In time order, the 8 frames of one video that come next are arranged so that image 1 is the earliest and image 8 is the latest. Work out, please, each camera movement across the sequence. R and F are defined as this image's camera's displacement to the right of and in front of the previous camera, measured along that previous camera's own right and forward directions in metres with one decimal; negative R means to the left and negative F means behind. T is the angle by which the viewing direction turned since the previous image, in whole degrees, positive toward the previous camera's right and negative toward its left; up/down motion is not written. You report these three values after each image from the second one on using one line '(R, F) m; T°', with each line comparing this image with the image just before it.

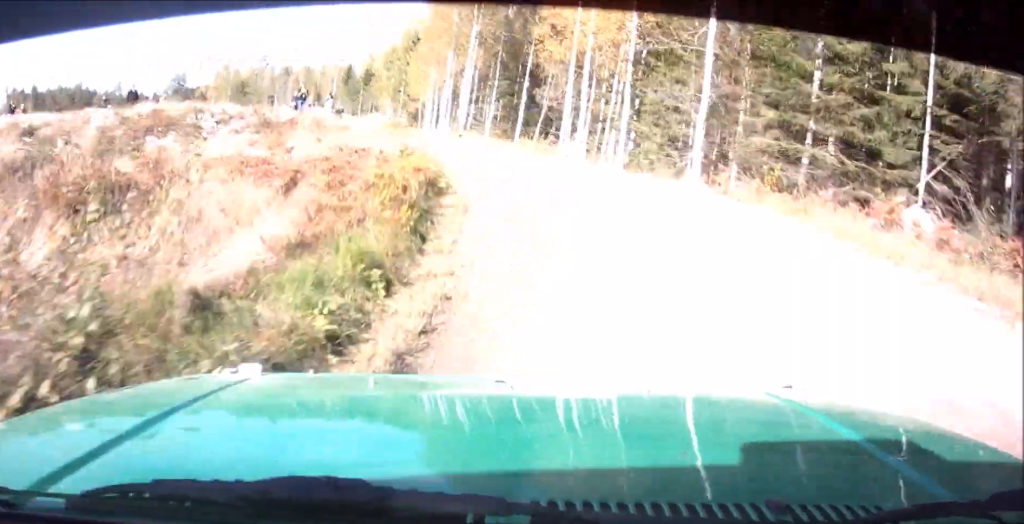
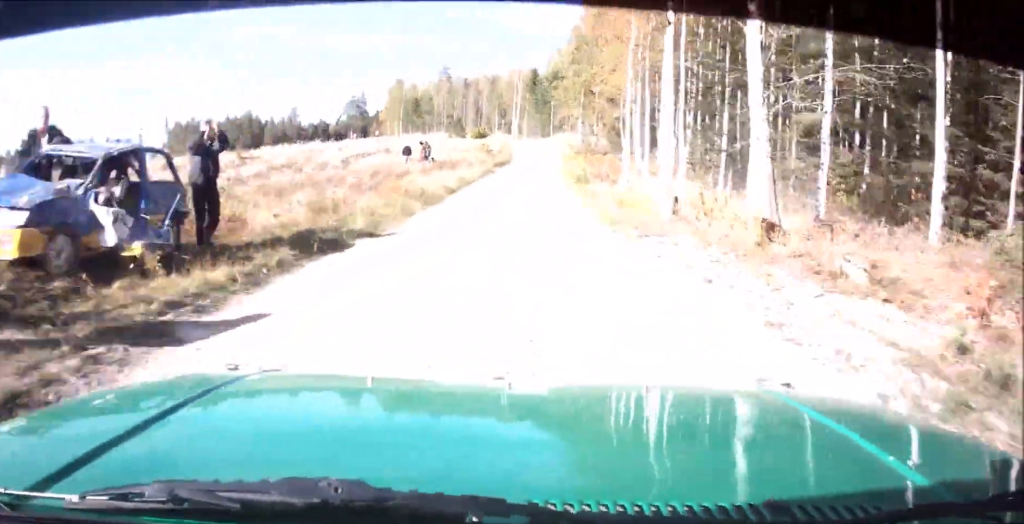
(-7.9, +38.5) m; -20°
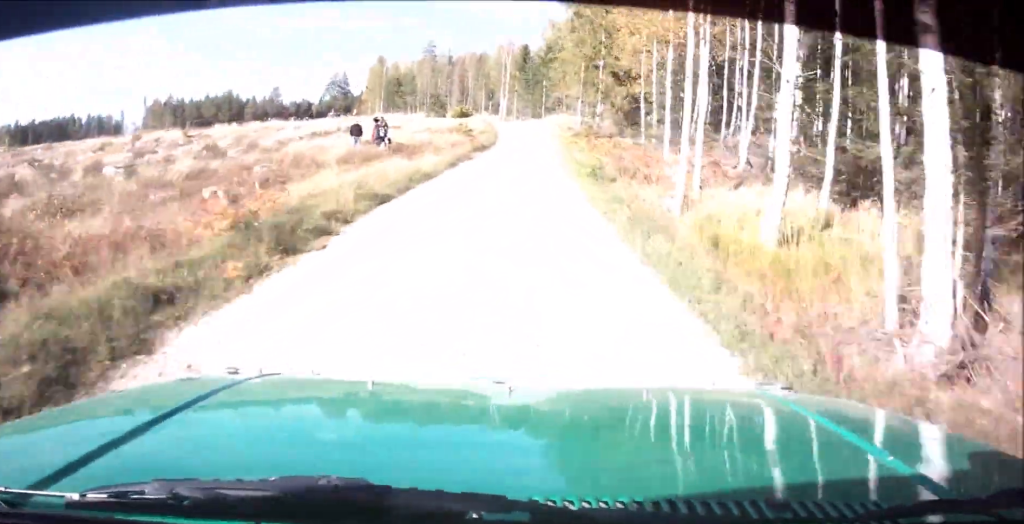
(-0.1, +12.3) m; -4°
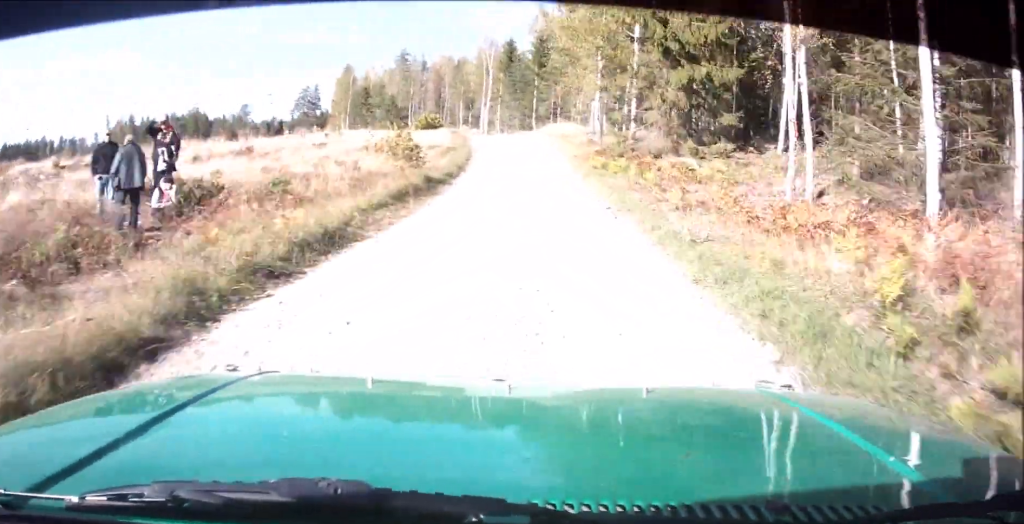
(-0.7, +23.2) m; -7°
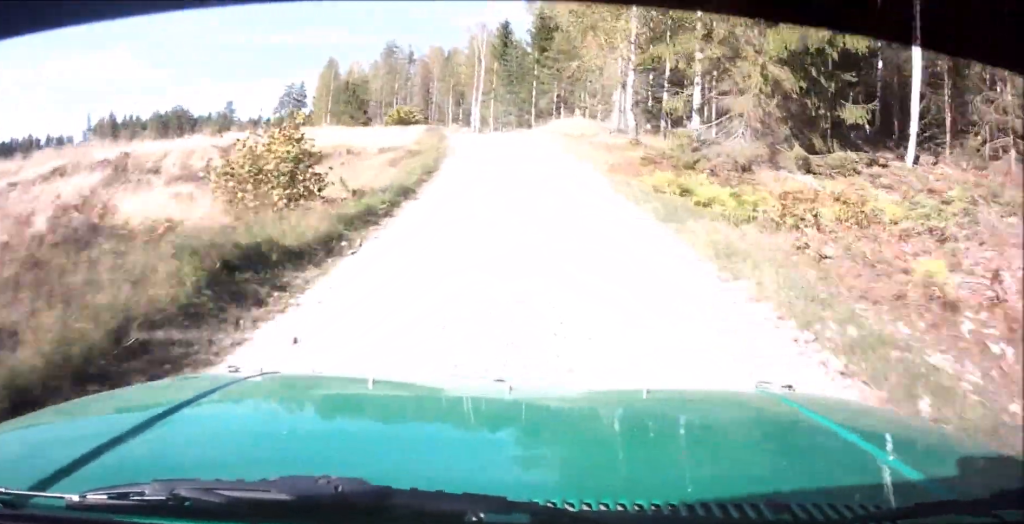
(-1.3, +13.1) m; -4°
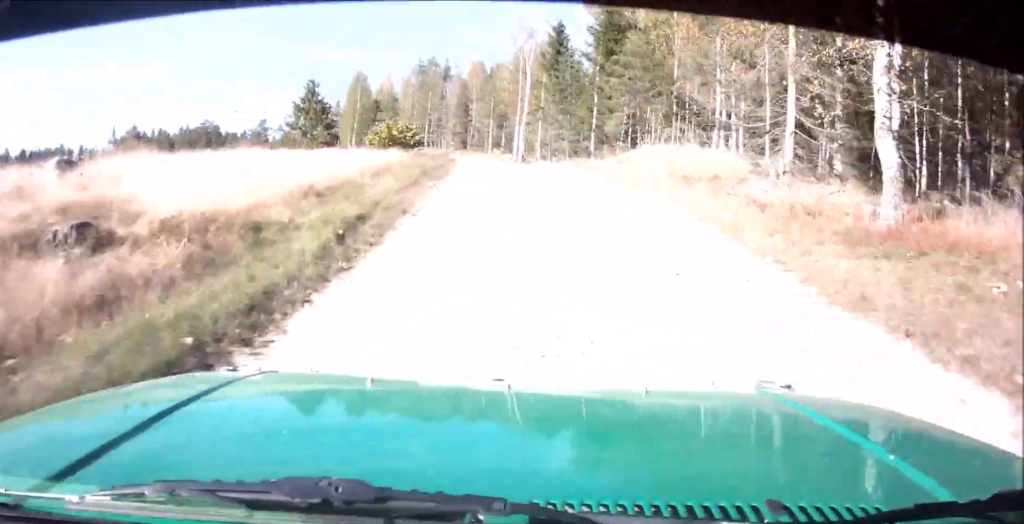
(-0.7, +17.5) m; -2°
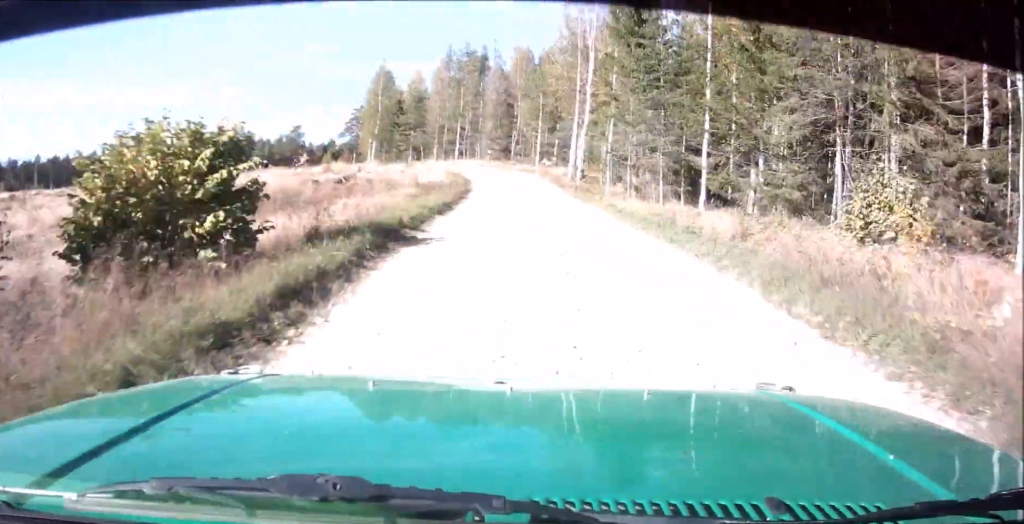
(-0.1, +21.5) m; 0°
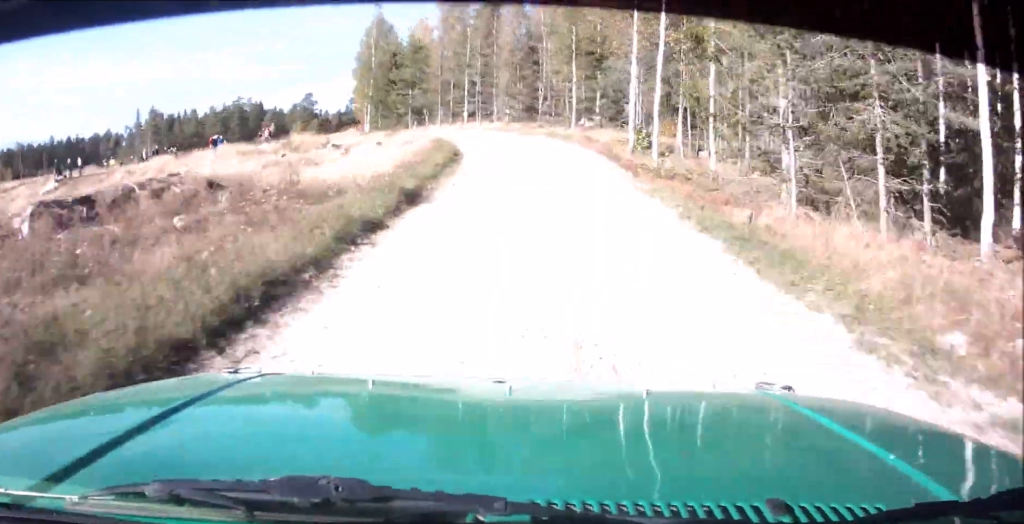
(0.0, +18.2) m; 0°
